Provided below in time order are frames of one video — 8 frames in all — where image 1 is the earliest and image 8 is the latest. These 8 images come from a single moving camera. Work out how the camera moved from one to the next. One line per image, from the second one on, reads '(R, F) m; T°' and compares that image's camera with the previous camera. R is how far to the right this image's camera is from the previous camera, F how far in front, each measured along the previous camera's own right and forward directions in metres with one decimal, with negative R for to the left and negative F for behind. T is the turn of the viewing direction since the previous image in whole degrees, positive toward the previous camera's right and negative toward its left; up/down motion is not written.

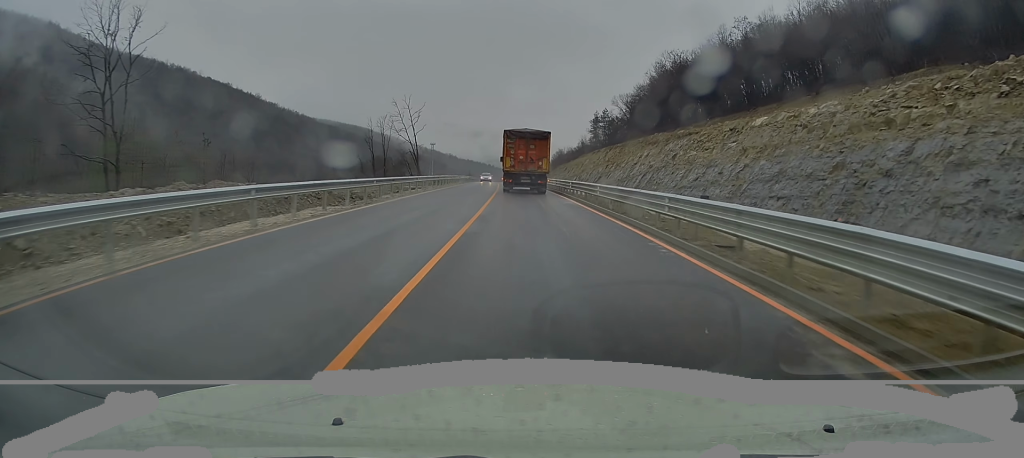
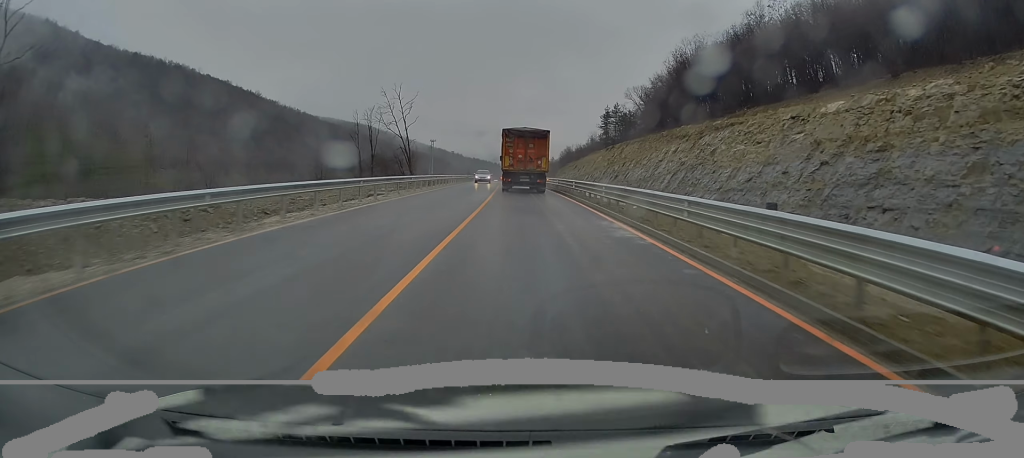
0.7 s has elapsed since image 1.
(-0.1, +13.7) m; 0°
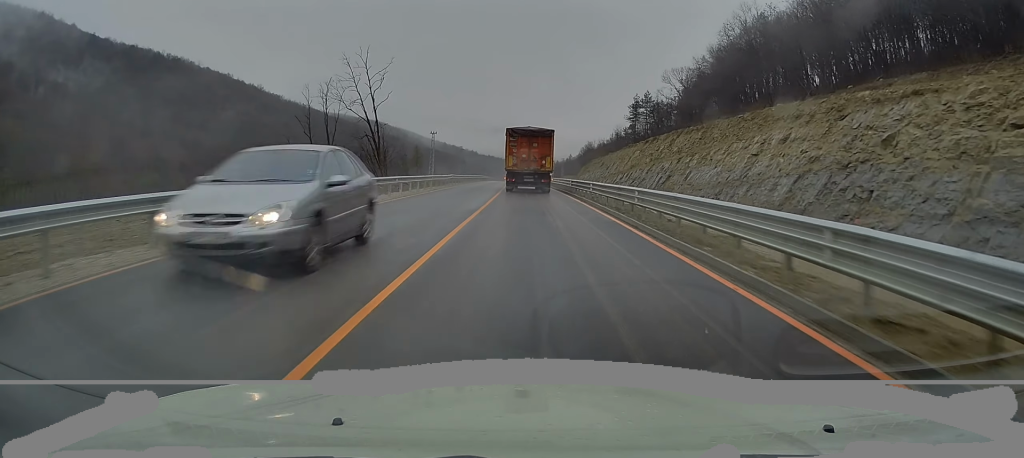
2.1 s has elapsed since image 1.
(-0.2, +29.9) m; -1°
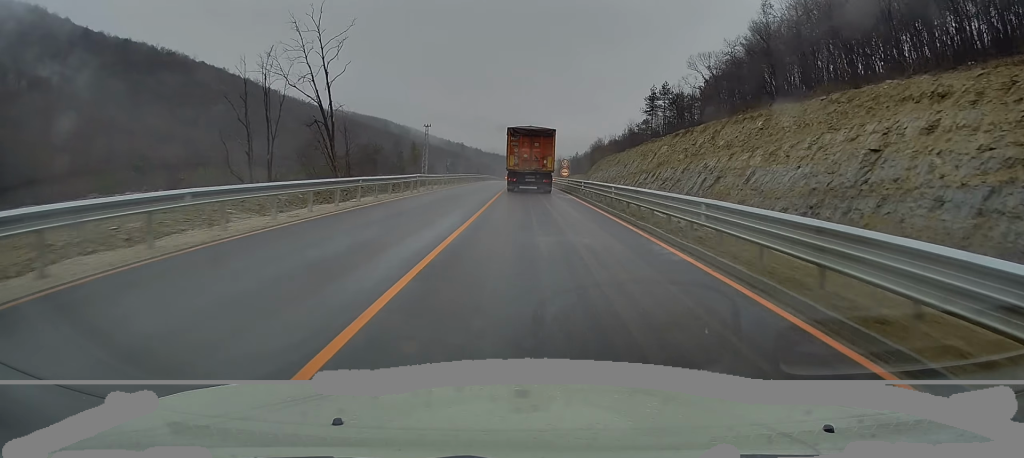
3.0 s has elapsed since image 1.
(-0.2, +19.1) m; -1°
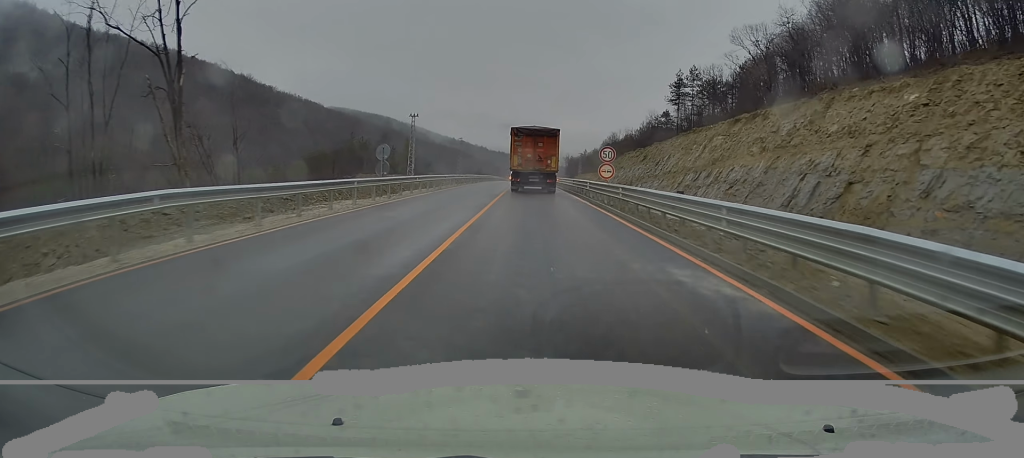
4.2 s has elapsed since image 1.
(-0.2, +25.4) m; 0°
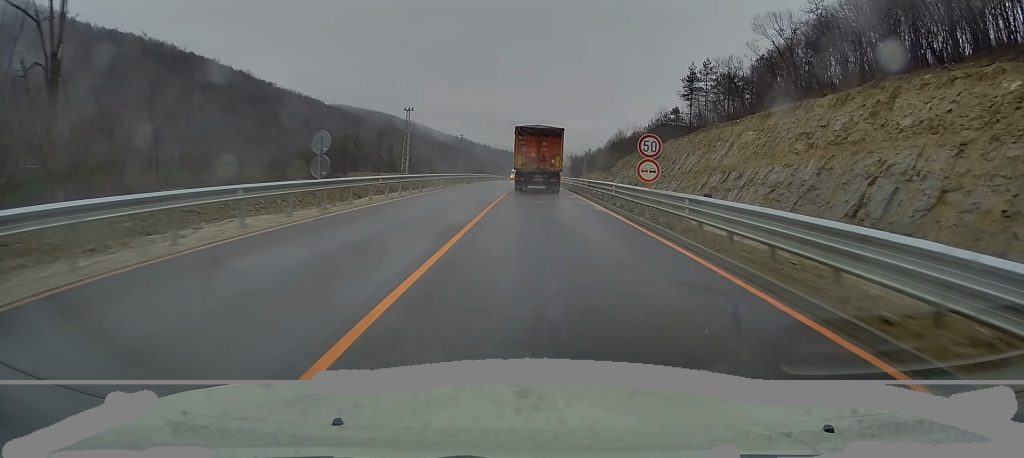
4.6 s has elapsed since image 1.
(0.0, +9.1) m; 0°
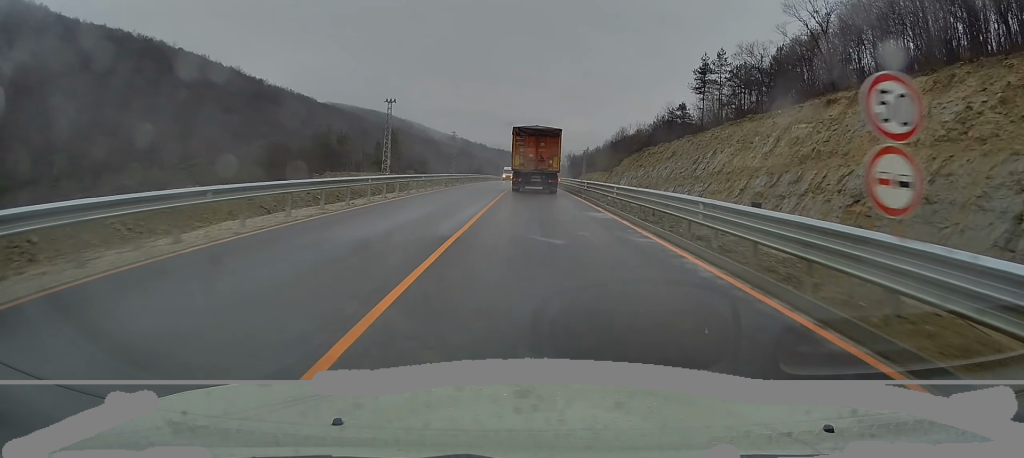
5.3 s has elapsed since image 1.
(-0.1, +13.3) m; +1°
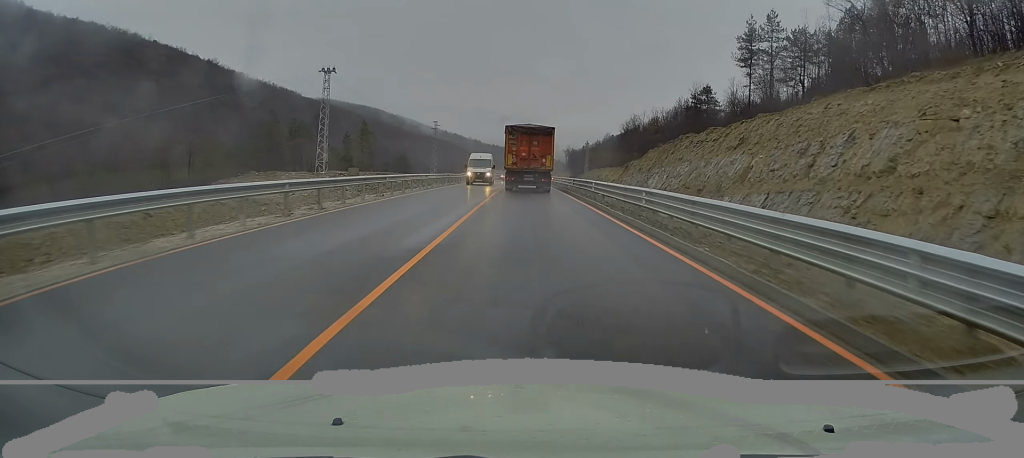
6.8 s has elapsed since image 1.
(+0.2, +31.4) m; 0°
